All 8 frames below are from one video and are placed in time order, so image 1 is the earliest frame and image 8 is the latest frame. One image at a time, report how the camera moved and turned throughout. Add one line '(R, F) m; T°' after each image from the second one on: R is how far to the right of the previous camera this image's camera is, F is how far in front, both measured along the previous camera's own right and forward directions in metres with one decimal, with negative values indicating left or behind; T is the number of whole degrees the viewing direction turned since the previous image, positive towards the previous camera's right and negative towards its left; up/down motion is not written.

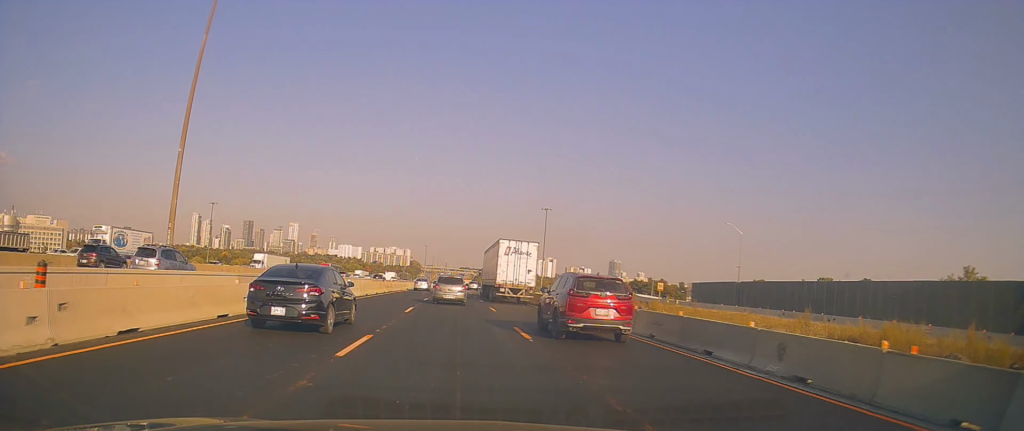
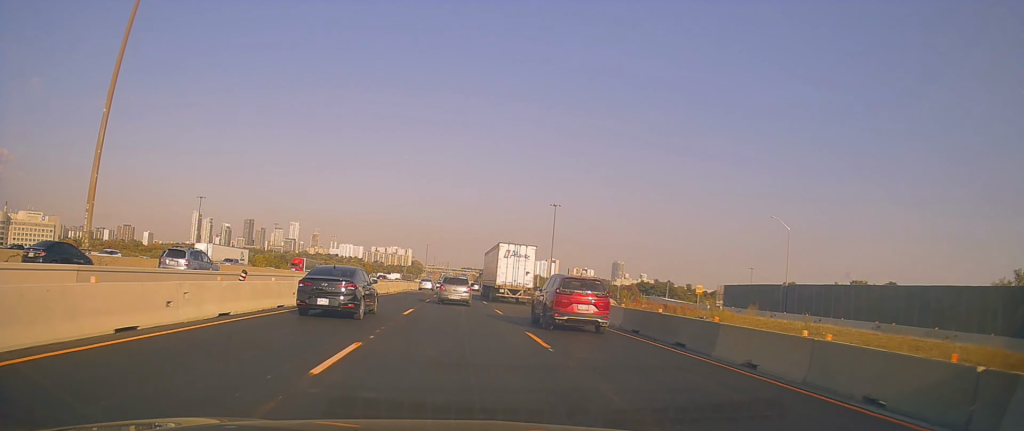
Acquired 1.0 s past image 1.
(+0.4, +14.1) m; 0°
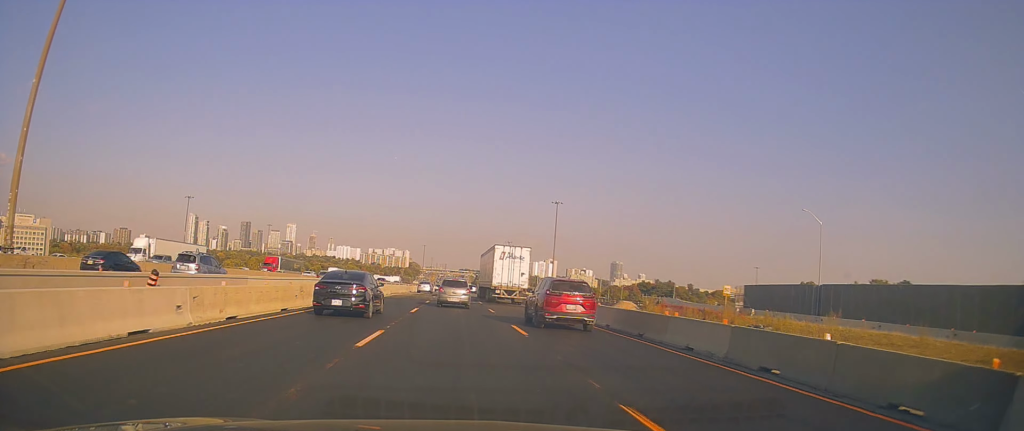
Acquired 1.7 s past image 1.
(-0.3, +8.7) m; -1°
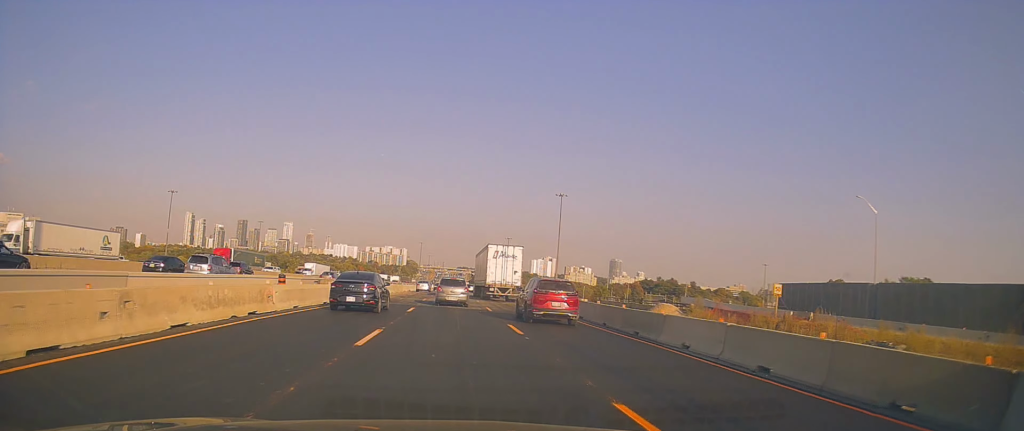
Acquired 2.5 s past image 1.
(-0.1, +12.0) m; -1°
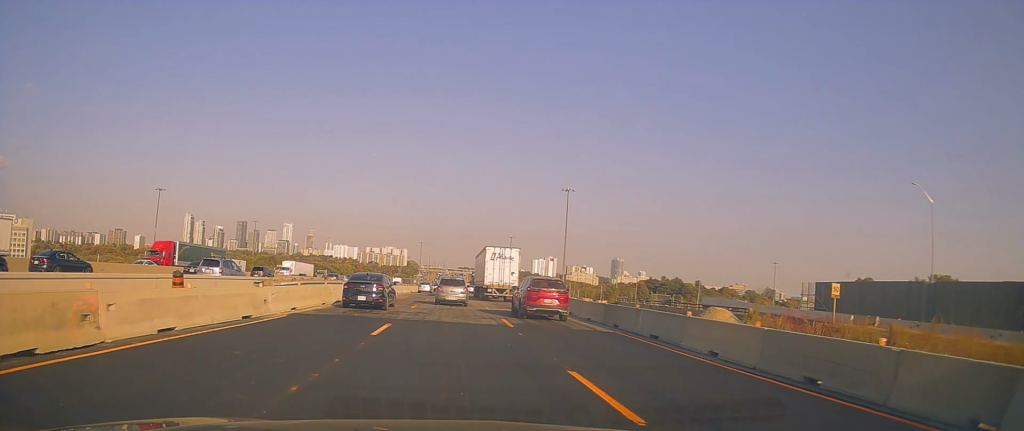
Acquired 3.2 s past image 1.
(0.0, +9.7) m; 0°
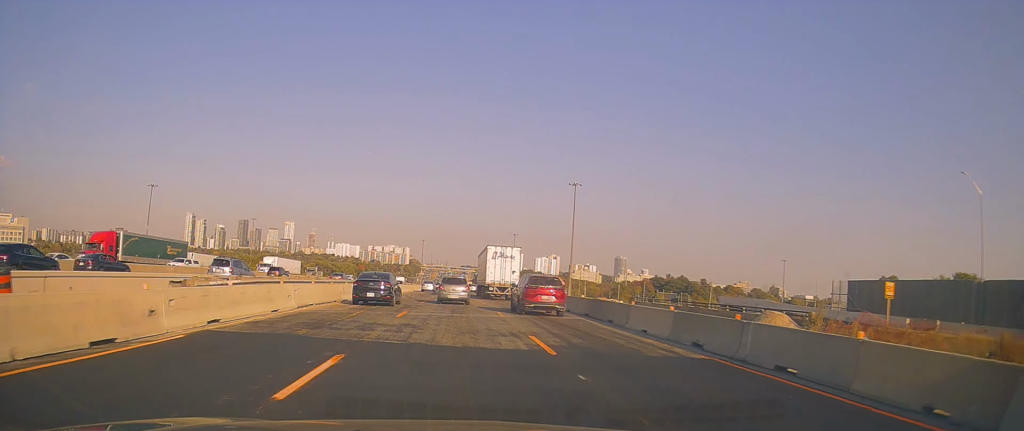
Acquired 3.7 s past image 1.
(0.0, +6.9) m; 0°
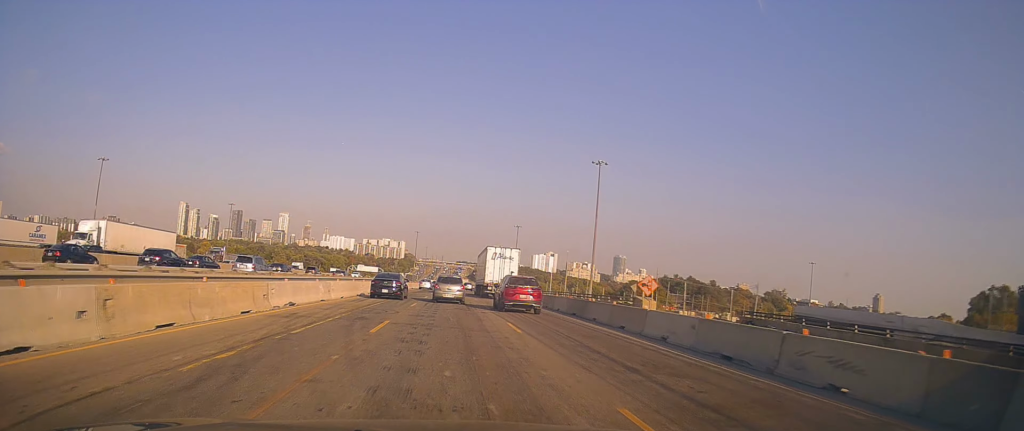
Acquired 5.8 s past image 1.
(+0.1, +29.4) m; +2°
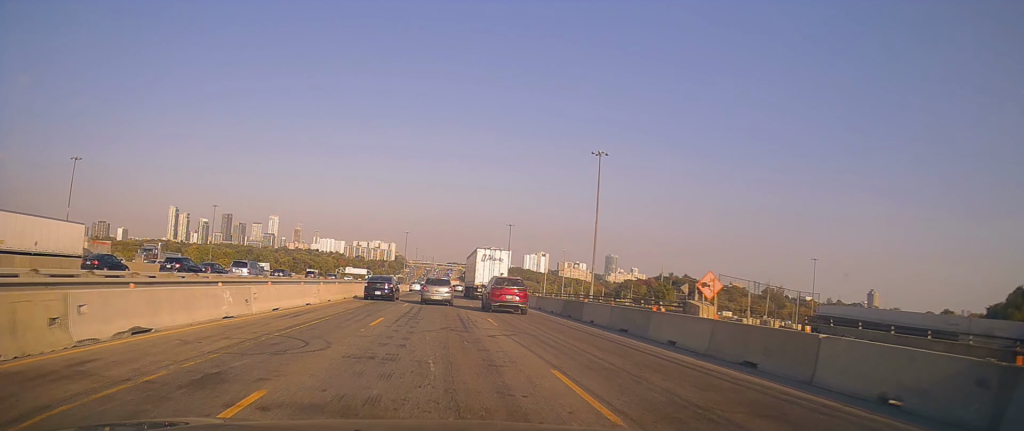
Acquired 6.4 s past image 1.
(+0.2, +9.5) m; +1°
